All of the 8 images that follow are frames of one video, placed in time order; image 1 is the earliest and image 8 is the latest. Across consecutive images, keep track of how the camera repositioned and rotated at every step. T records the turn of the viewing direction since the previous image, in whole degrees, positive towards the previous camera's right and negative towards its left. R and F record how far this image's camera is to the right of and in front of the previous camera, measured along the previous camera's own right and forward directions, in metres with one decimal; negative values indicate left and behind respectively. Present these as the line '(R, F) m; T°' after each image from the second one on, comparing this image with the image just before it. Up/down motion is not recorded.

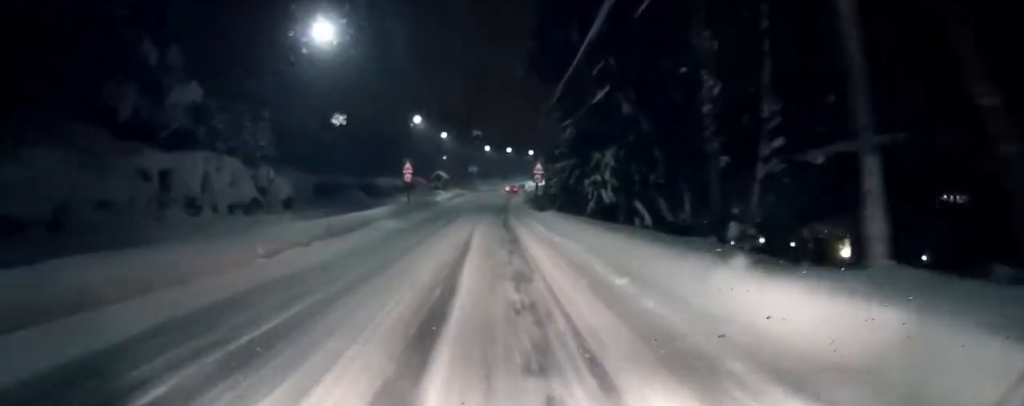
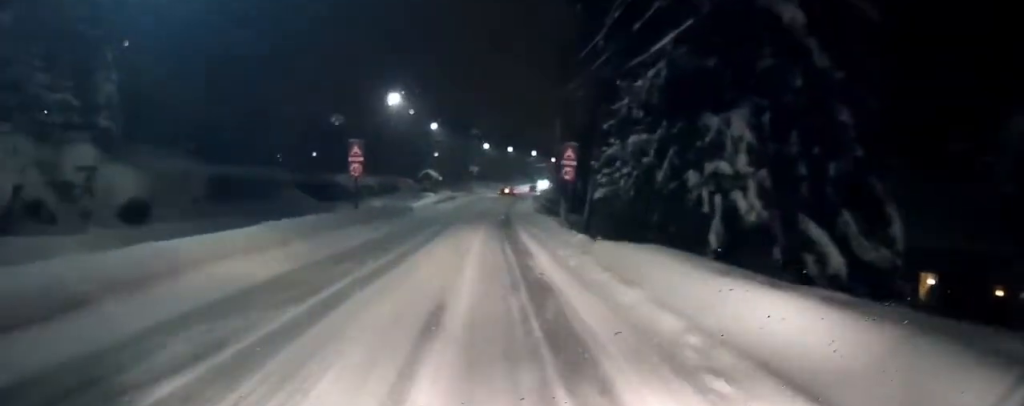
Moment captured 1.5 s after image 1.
(-0.1, +16.5) m; 0°
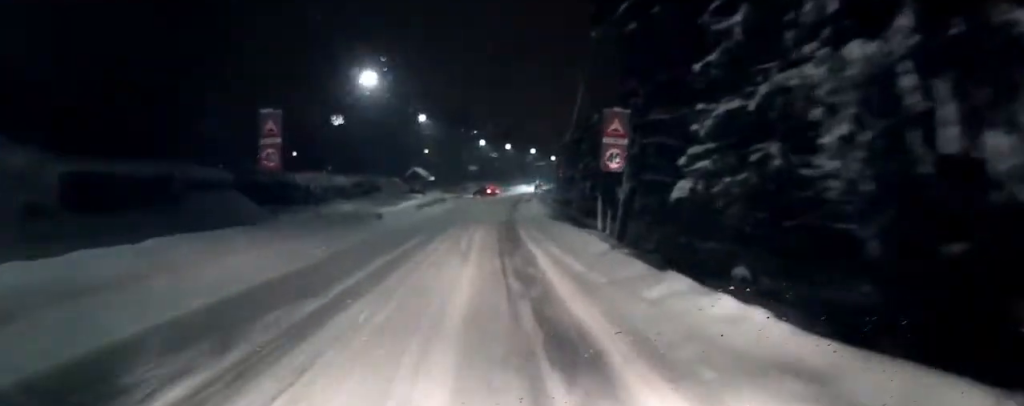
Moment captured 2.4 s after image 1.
(+0.1, +10.1) m; 0°
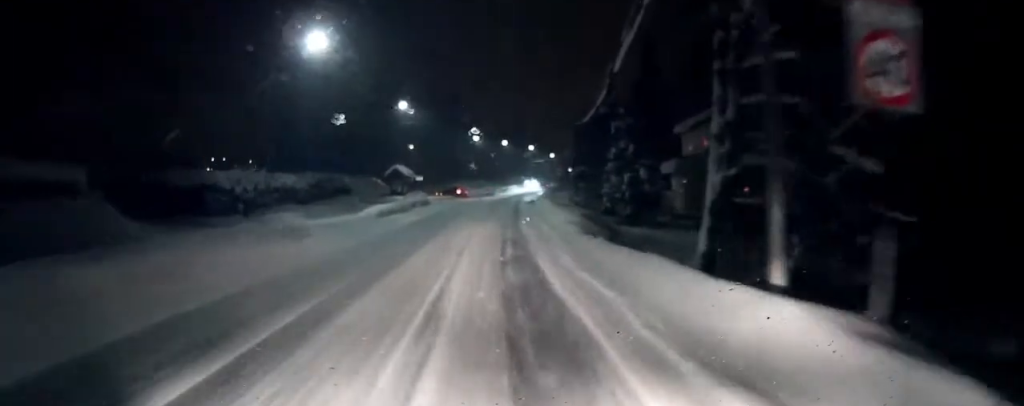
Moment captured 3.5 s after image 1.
(-0.1, +11.5) m; +1°
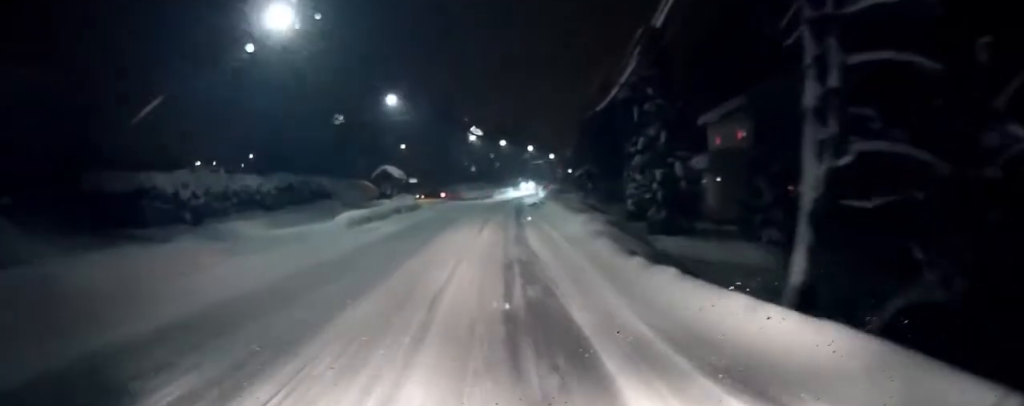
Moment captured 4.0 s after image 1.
(+0.2, +5.3) m; +1°
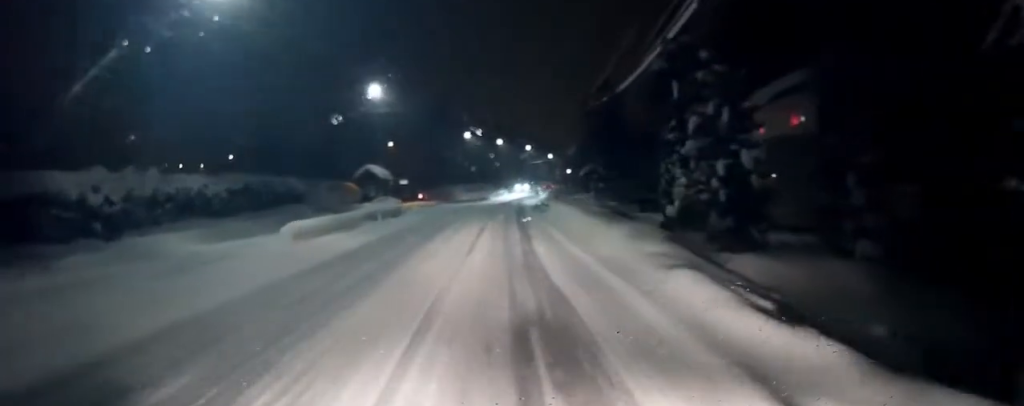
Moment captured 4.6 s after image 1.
(+0.1, +6.1) m; 0°
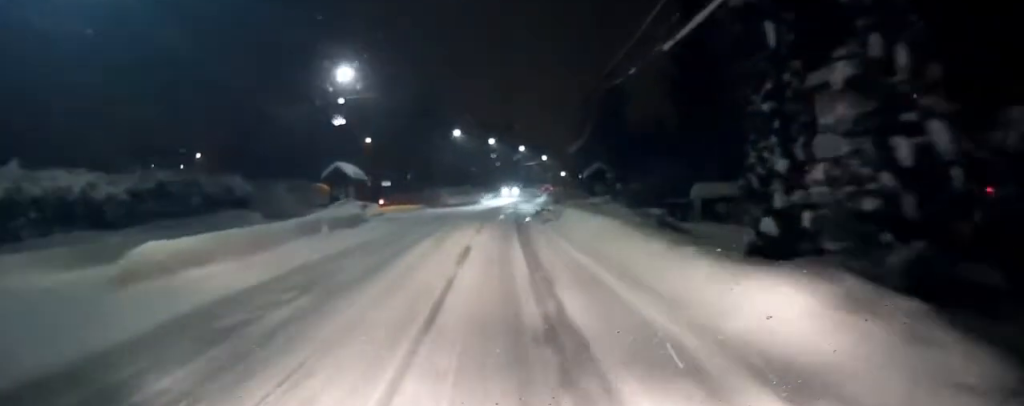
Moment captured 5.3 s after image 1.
(0.0, +7.6) m; -1°
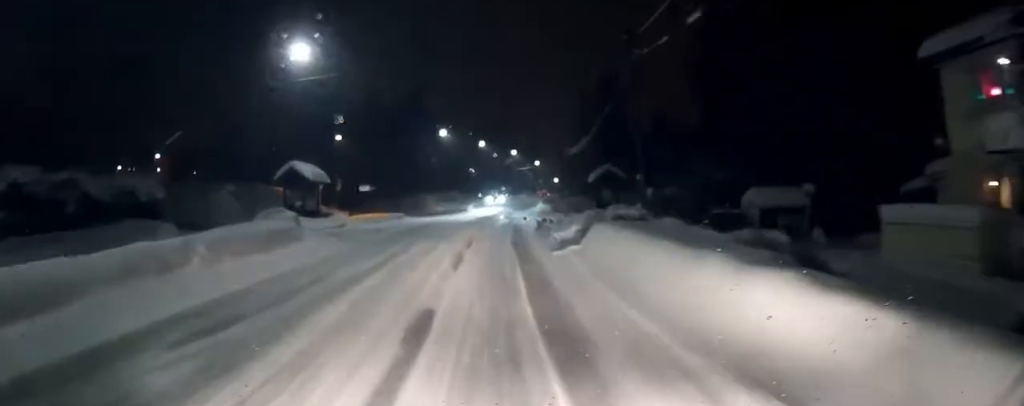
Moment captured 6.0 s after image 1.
(-0.2, +8.0) m; 0°
